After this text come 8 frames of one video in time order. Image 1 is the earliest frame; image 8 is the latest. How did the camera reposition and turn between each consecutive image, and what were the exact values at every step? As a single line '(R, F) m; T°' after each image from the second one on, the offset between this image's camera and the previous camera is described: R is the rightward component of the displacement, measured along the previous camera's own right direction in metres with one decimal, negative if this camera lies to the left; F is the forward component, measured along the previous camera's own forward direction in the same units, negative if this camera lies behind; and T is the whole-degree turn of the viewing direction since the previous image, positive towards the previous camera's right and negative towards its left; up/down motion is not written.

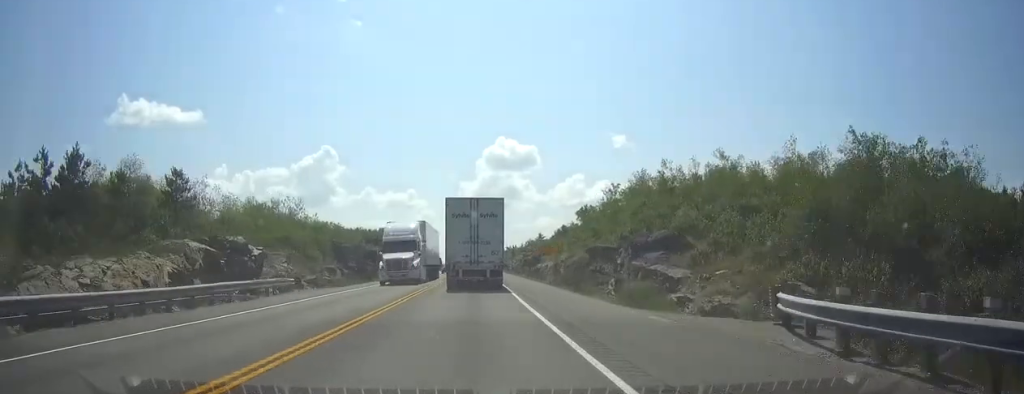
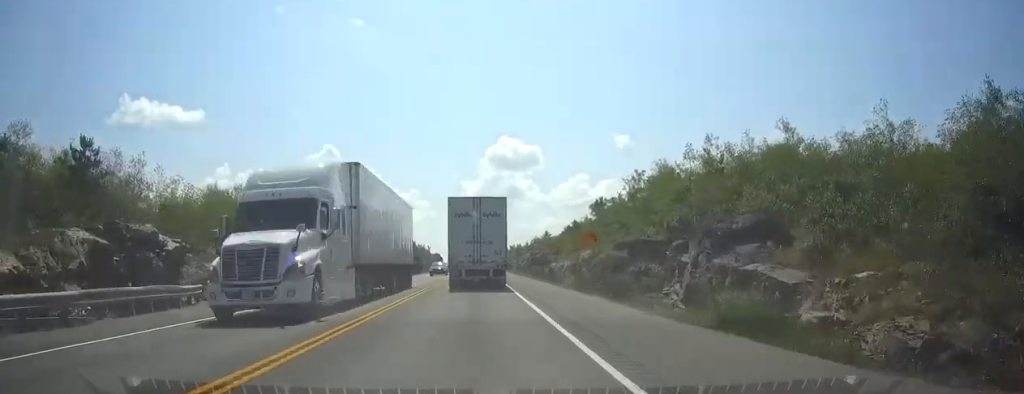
(+0.1, +13.7) m; 0°
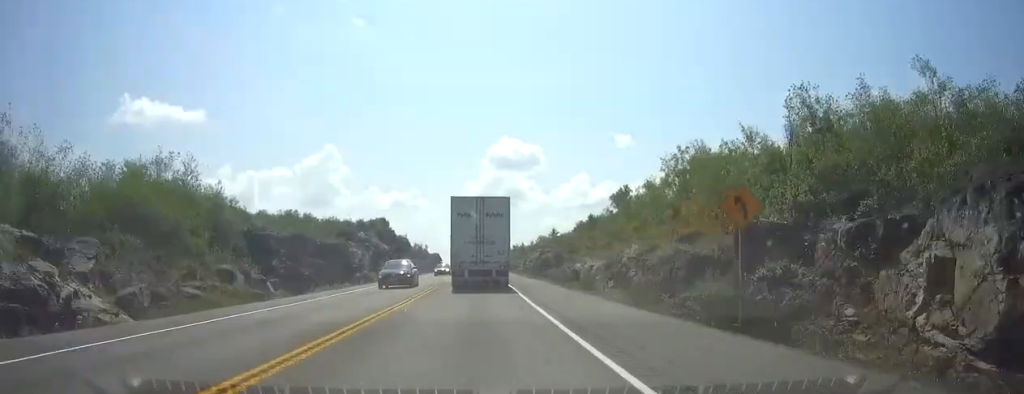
(0.0, +18.4) m; 0°
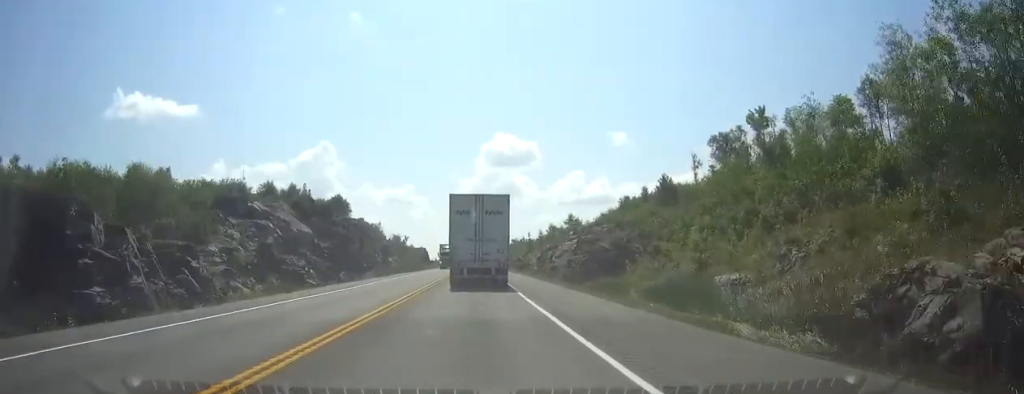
(0.0, +49.6) m; 0°
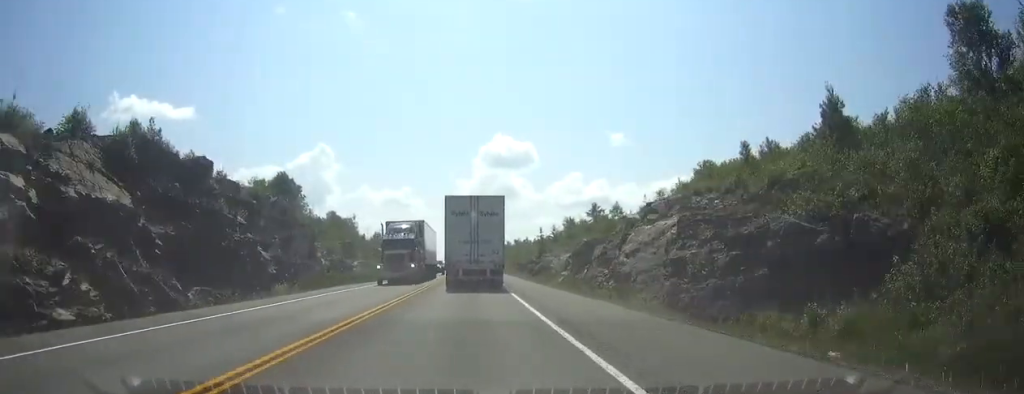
(0.0, +35.6) m; 0°
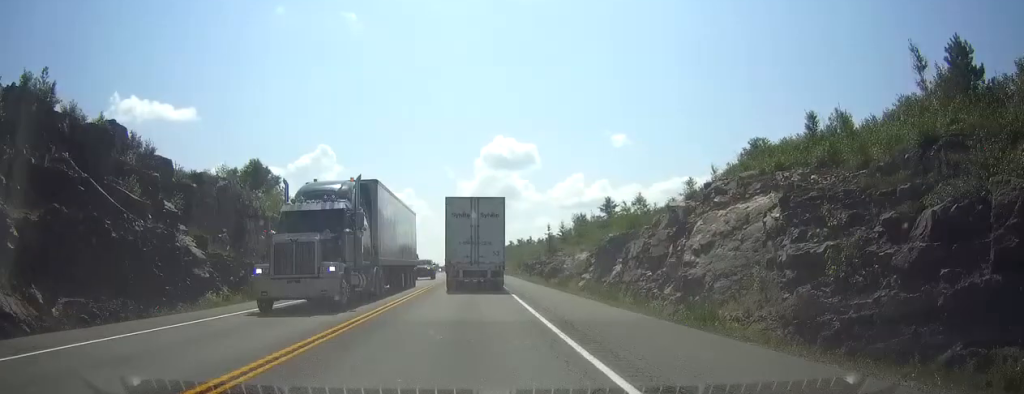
(0.0, +11.8) m; 0°
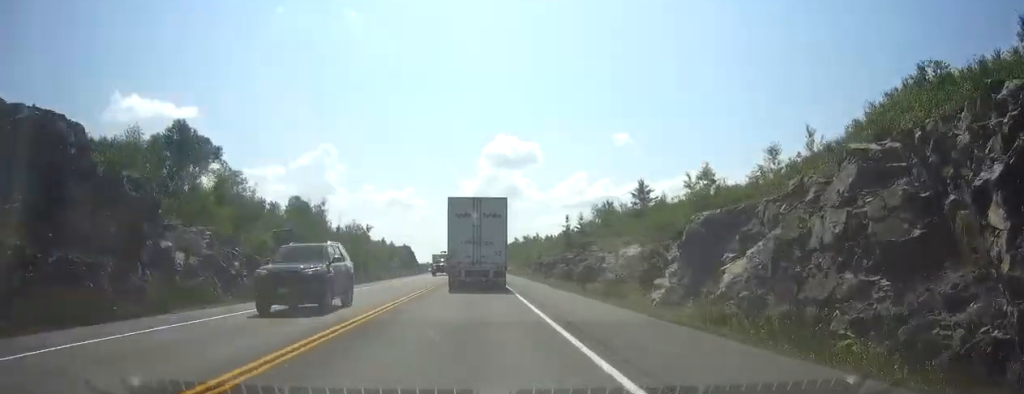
(0.0, +21.8) m; 0°
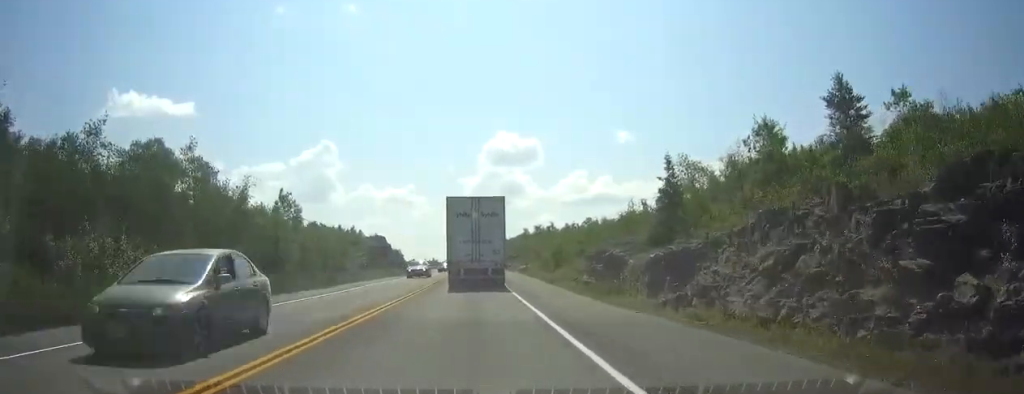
(-0.2, +54.3) m; 0°
